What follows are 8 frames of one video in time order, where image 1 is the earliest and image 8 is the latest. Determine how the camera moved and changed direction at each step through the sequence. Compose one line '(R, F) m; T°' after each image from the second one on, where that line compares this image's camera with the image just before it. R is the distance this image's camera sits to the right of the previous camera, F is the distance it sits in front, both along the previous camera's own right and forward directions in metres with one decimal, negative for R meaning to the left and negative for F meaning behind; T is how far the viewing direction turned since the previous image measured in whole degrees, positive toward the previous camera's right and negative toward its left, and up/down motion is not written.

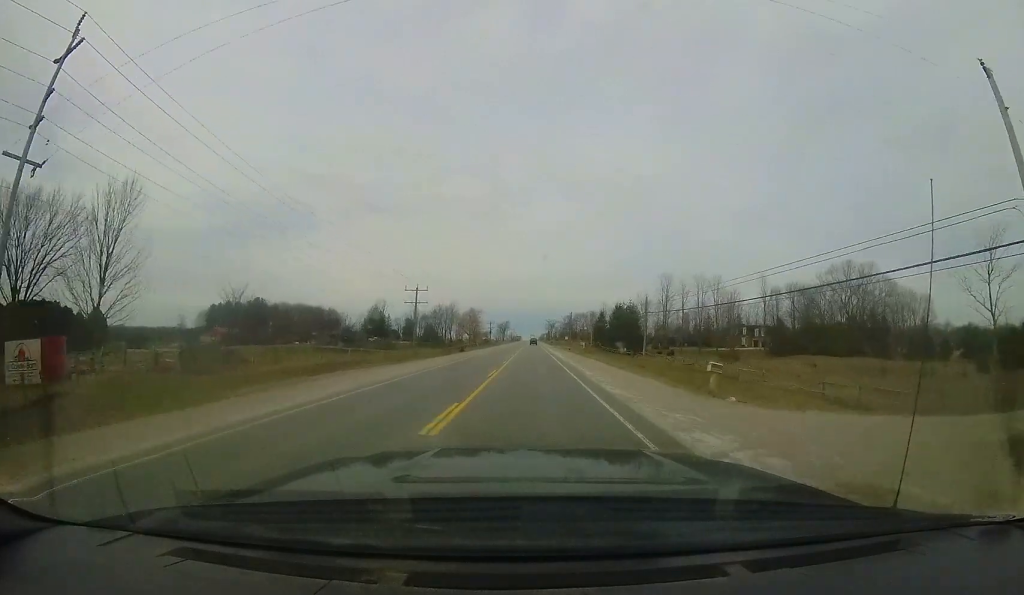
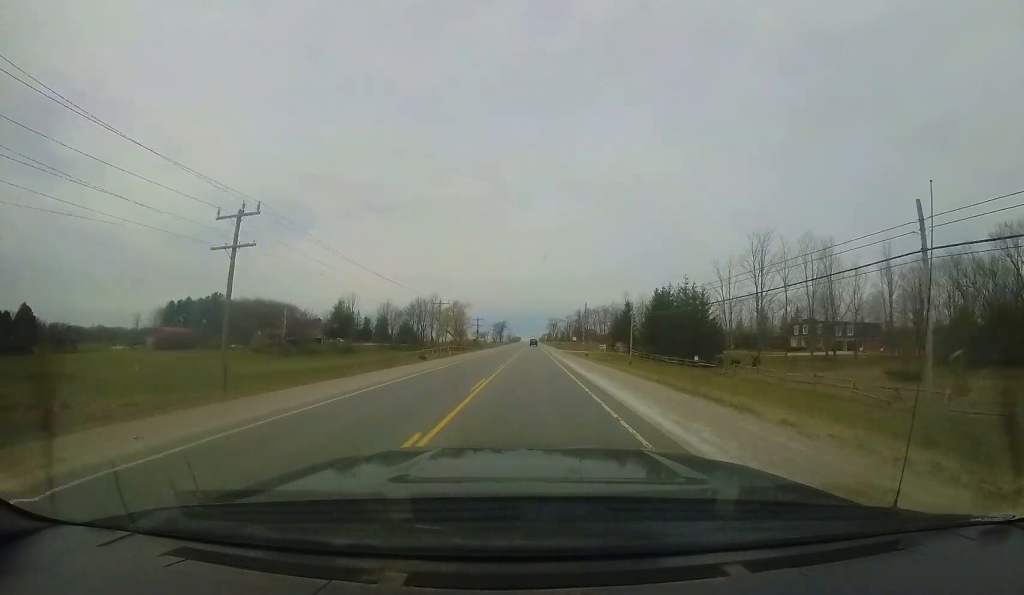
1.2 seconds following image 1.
(-0.3, +30.4) m; -1°
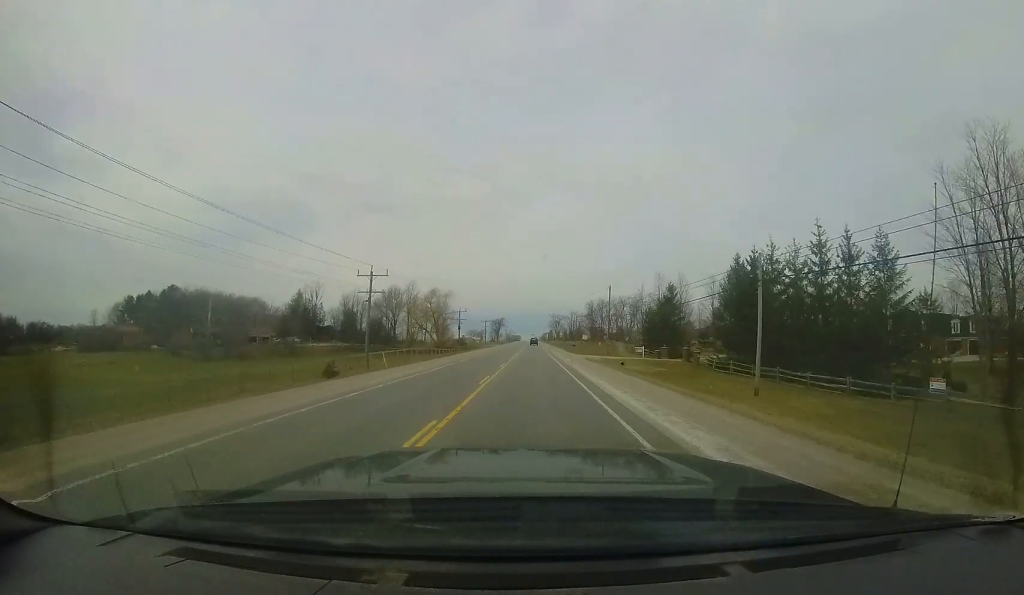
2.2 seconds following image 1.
(0.0, +26.1) m; 0°
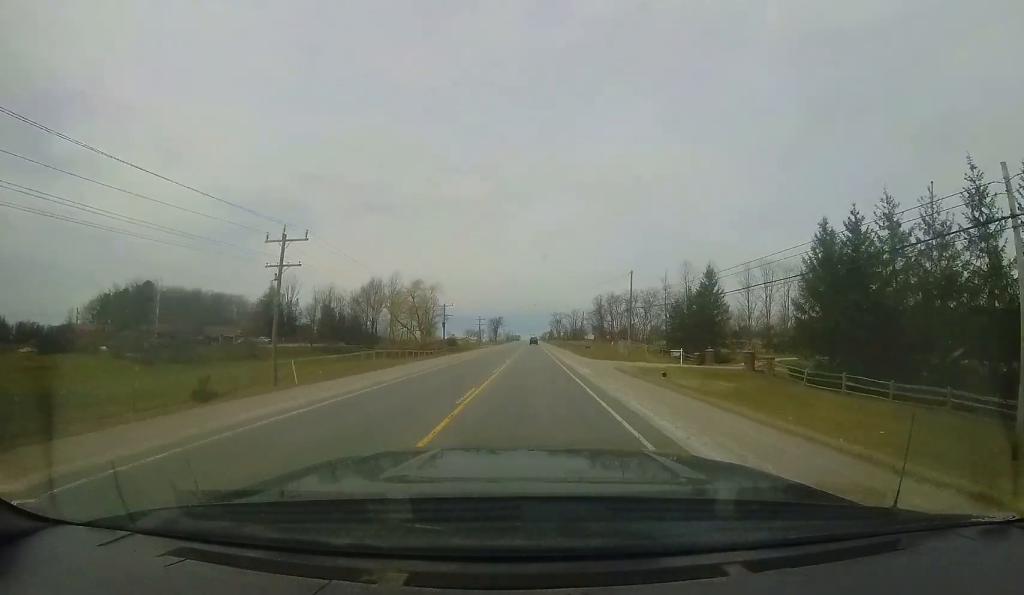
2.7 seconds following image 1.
(0.0, +13.1) m; 0°
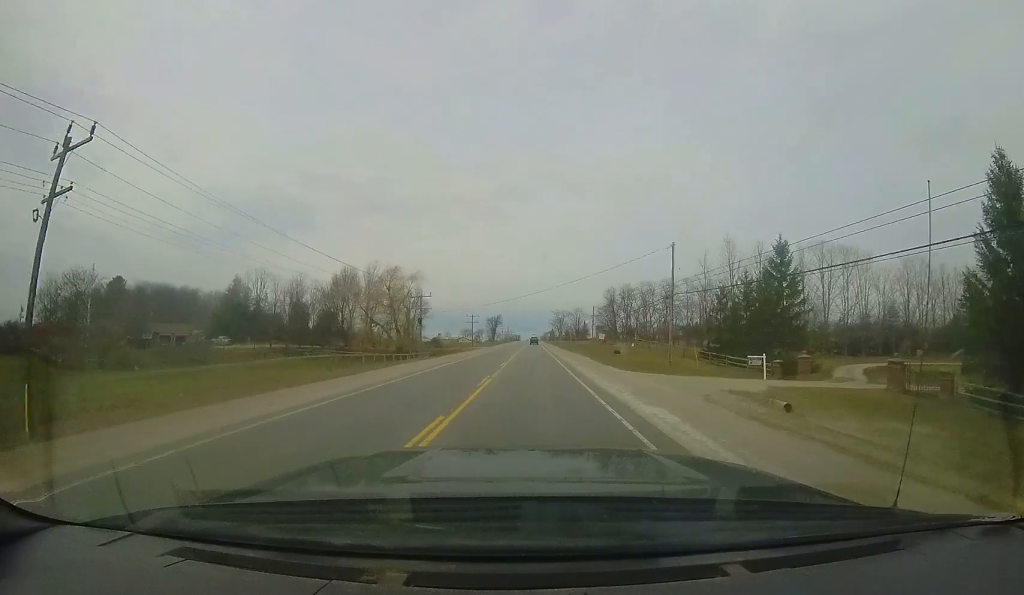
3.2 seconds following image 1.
(+0.1, +14.0) m; 0°
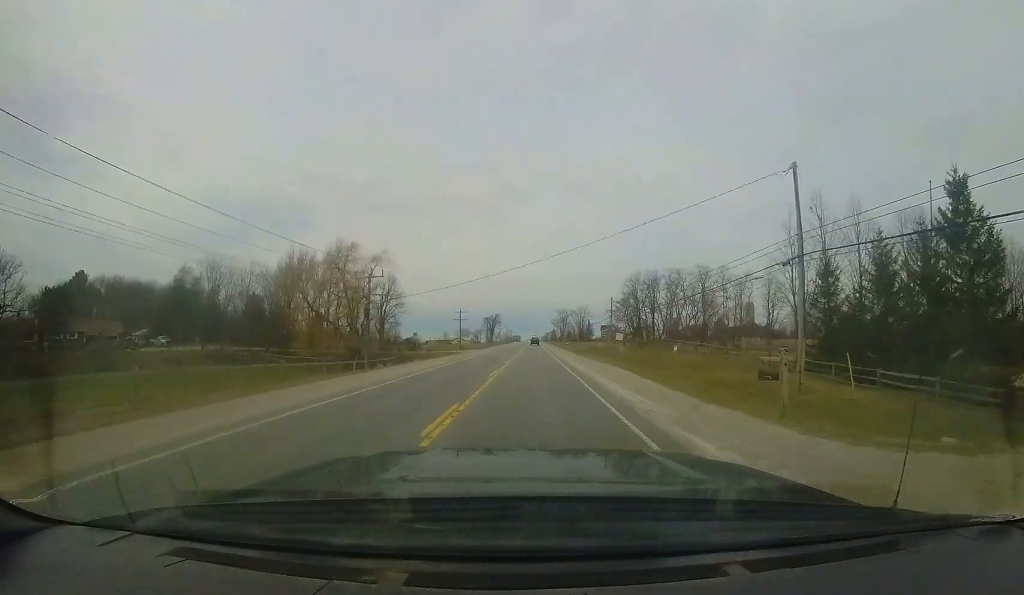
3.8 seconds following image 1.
(0.0, +16.6) m; 0°
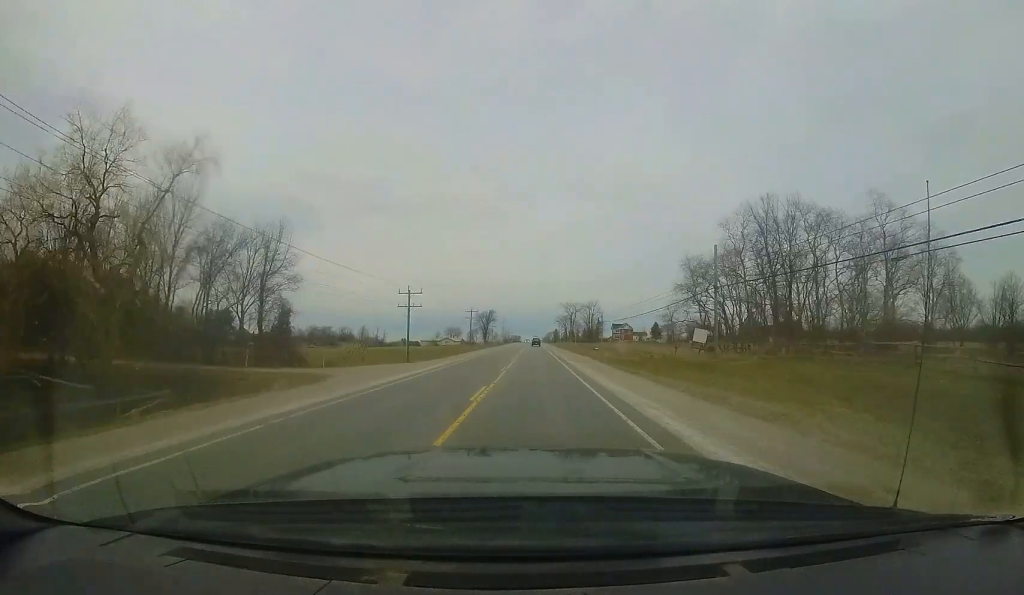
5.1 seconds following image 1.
(-0.3, +33.1) m; 0°
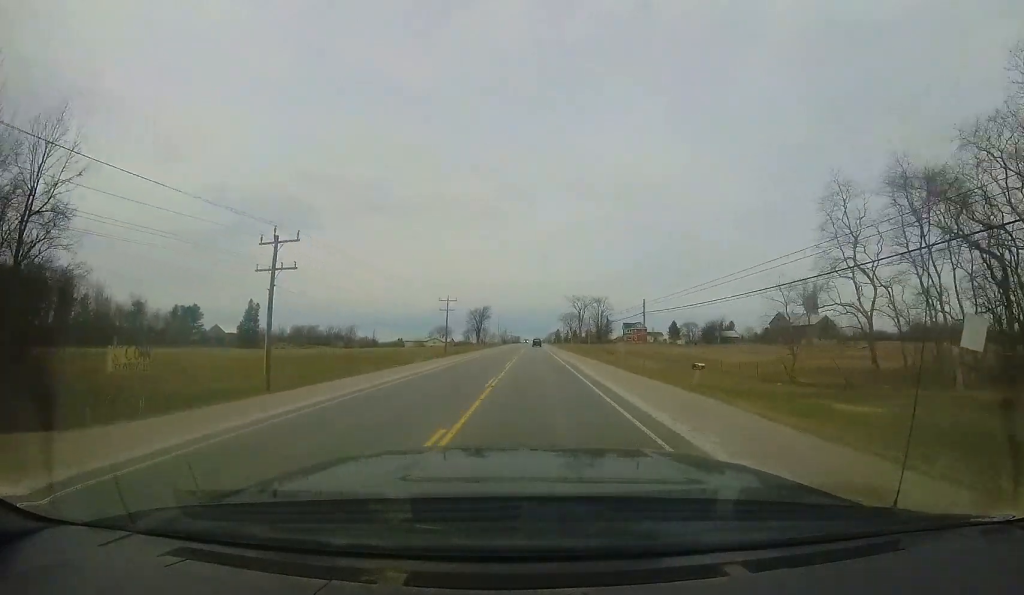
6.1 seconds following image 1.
(+0.4, +24.9) m; +1°
